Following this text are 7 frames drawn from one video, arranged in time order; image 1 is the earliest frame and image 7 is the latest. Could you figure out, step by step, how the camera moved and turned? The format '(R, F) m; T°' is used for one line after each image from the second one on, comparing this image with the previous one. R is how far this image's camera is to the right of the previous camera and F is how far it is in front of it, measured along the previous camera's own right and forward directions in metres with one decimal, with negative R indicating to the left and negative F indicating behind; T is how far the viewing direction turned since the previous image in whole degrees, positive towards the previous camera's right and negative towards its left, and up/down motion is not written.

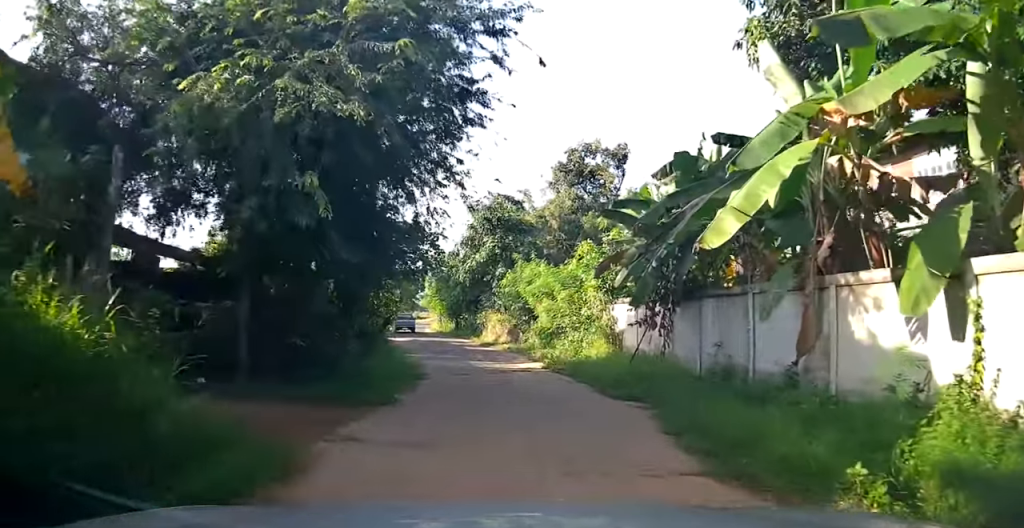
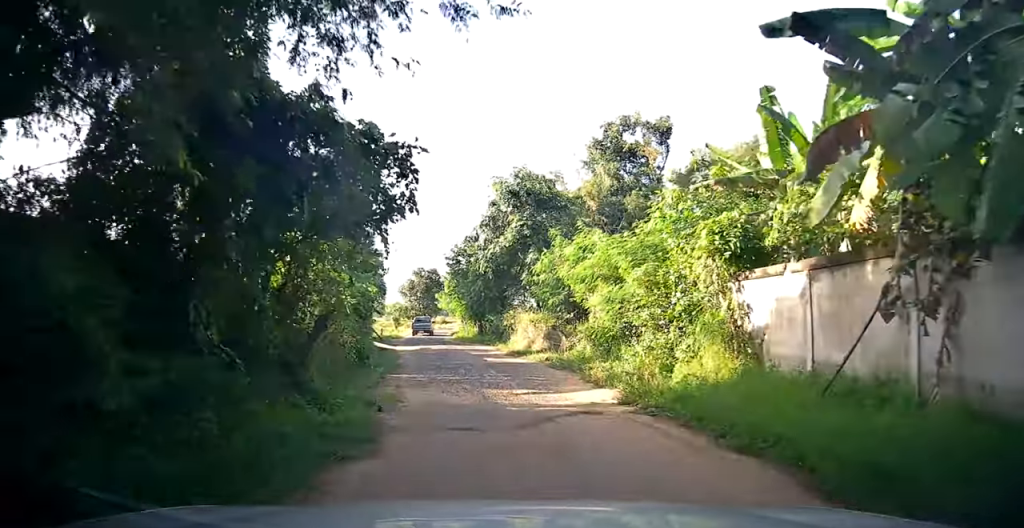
(-0.1, +7.2) m; -2°
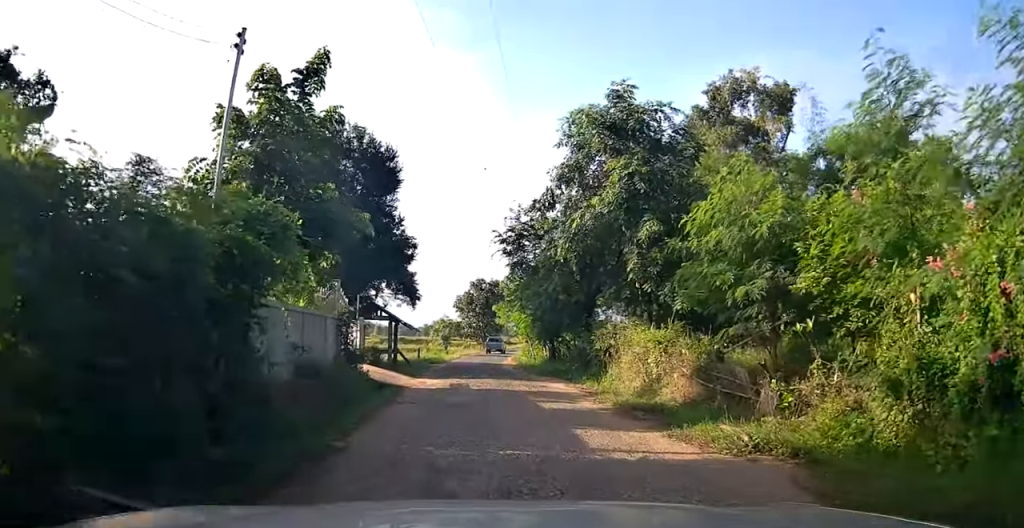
(-0.7, +11.6) m; -9°
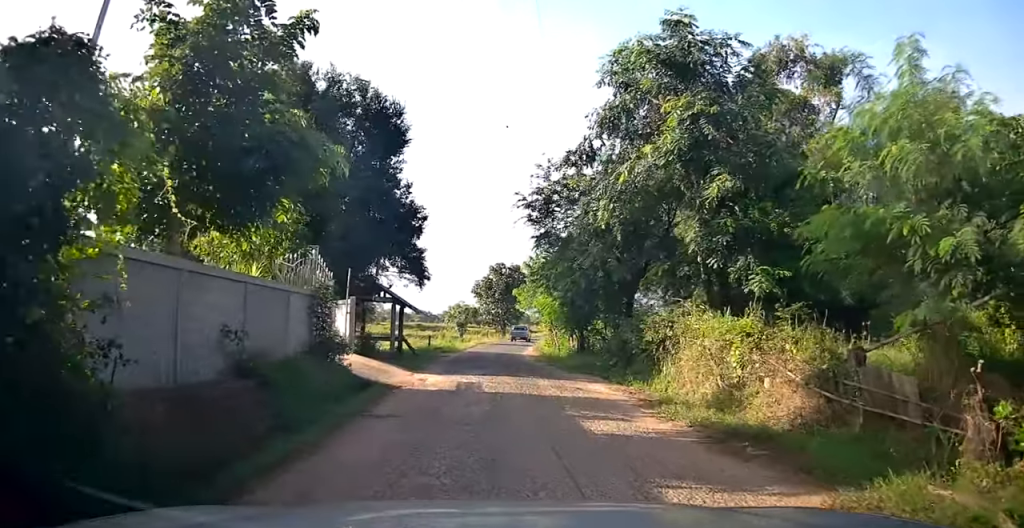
(-0.1, +3.8) m; -2°
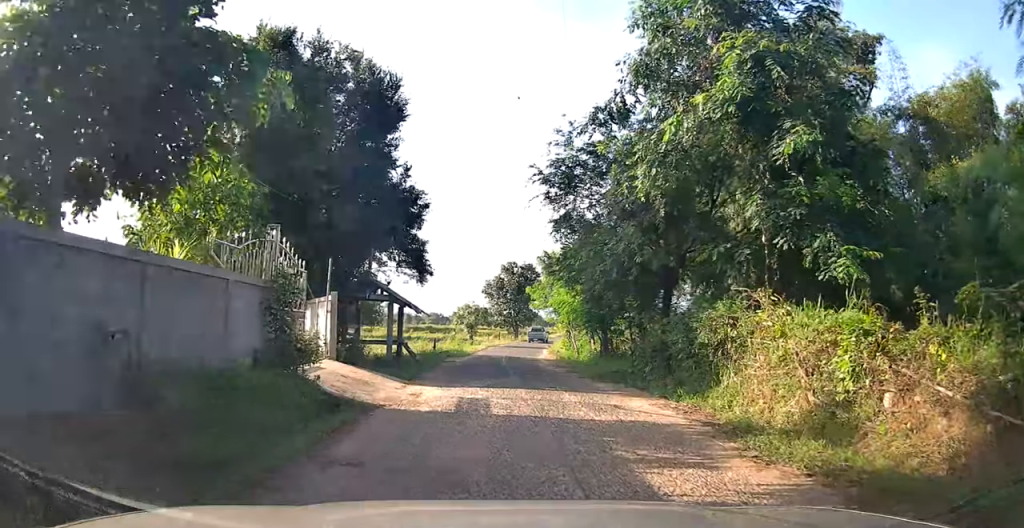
(-0.1, +2.7) m; 0°
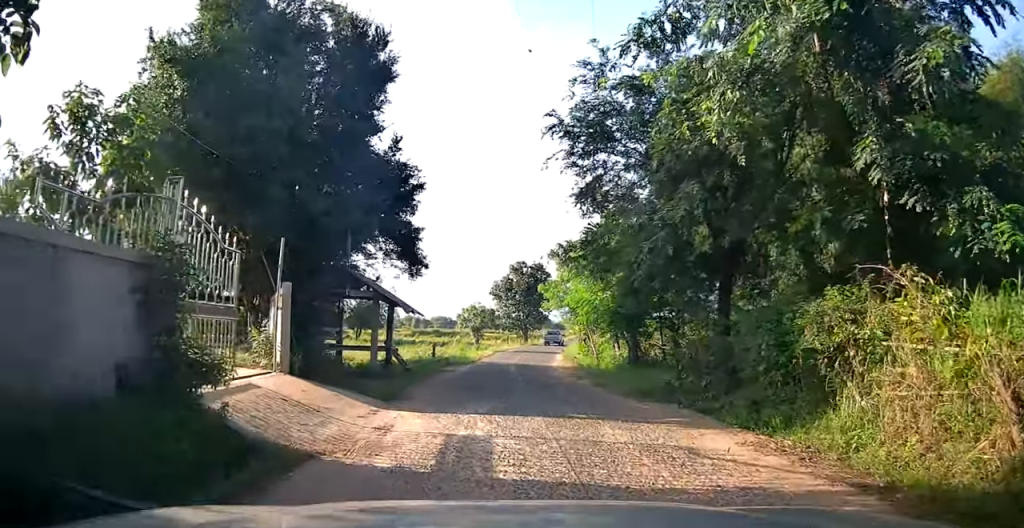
(+0.1, +3.2) m; 0°
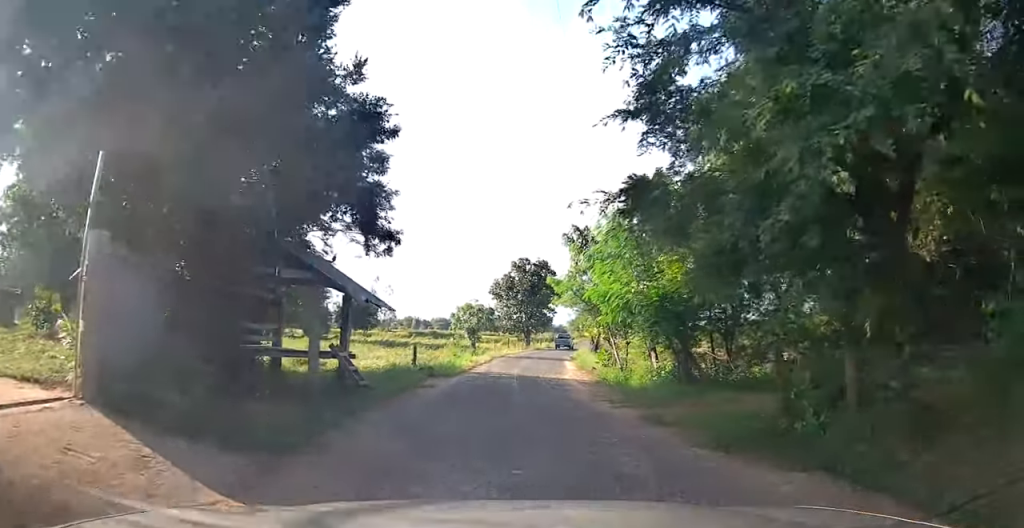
(-0.1, +4.8) m; -2°
